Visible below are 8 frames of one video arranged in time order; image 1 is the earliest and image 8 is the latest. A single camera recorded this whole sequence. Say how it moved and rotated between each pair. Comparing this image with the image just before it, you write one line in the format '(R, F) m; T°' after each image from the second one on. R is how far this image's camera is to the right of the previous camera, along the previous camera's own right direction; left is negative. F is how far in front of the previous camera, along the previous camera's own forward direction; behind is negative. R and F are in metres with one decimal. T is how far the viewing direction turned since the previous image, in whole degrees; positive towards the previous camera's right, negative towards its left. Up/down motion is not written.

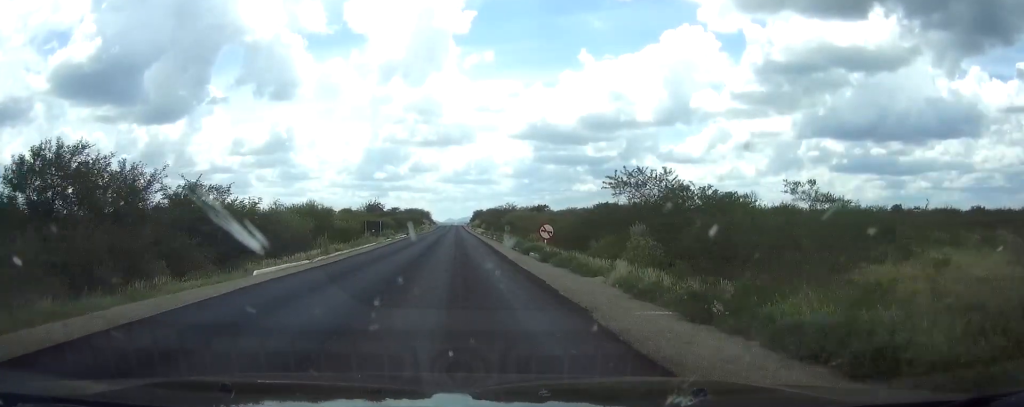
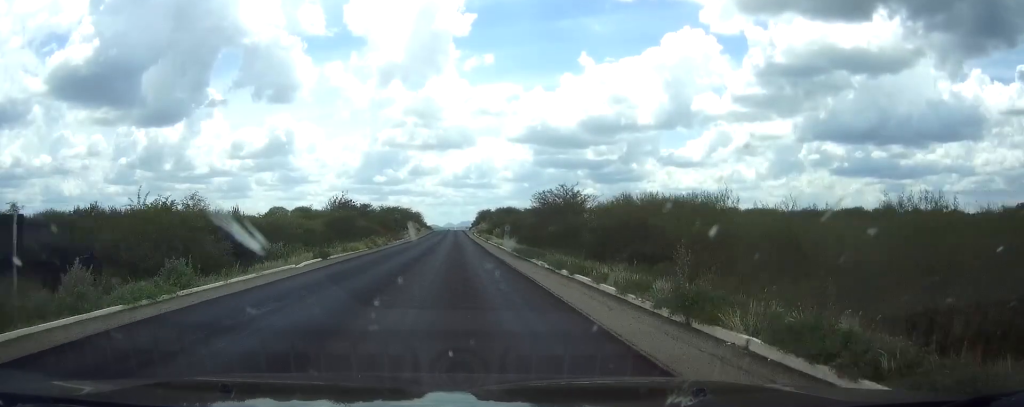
(0.0, +60.9) m; 0°
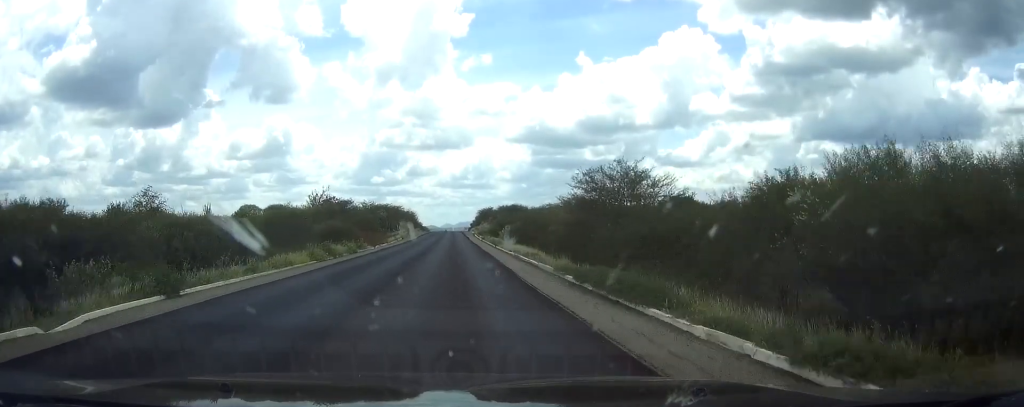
(0.0, +20.1) m; 0°
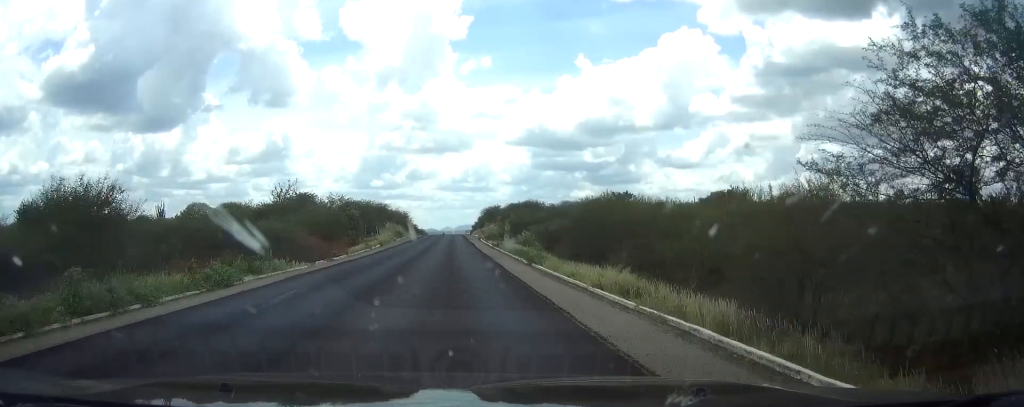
(+0.1, +29.1) m; 0°
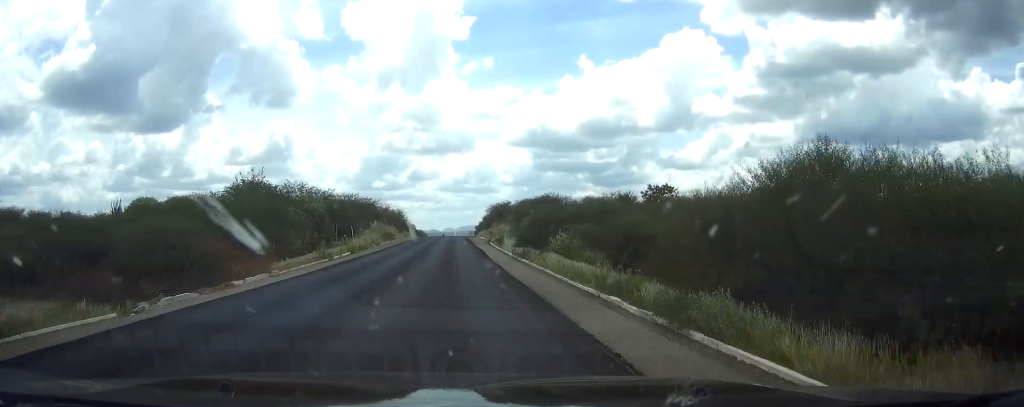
(-0.1, +20.2) m; 0°
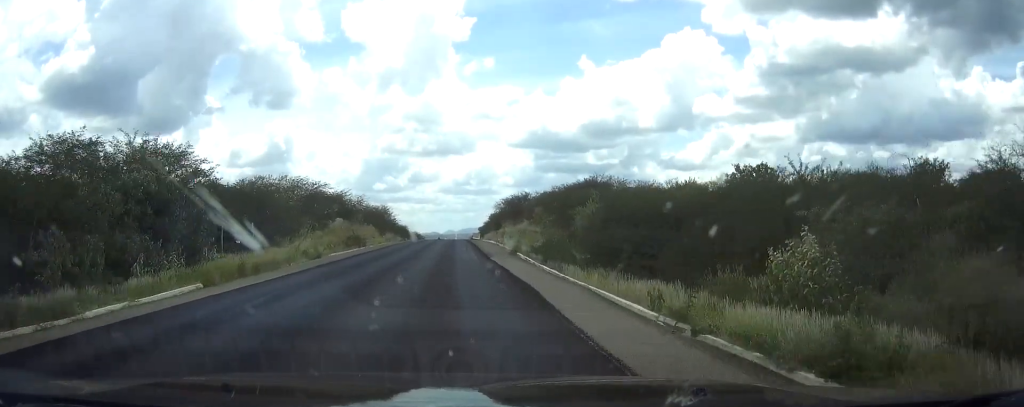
(+0.2, +30.5) m; 0°
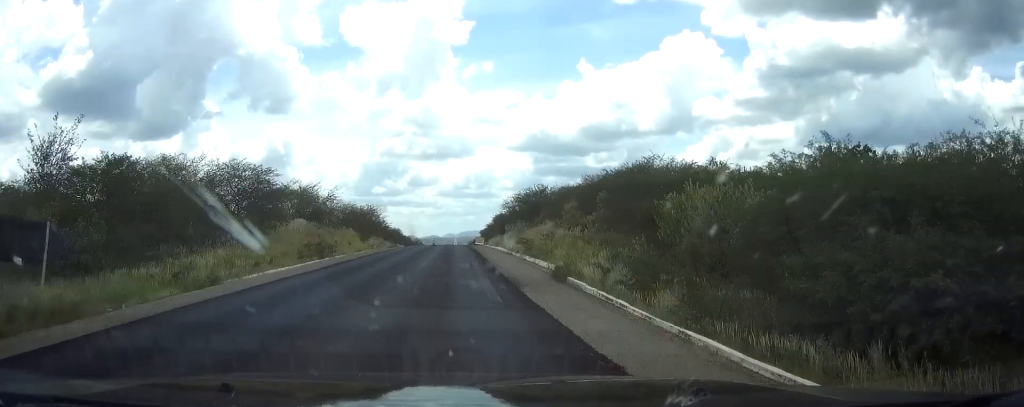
(-0.1, +17.1) m; 0°
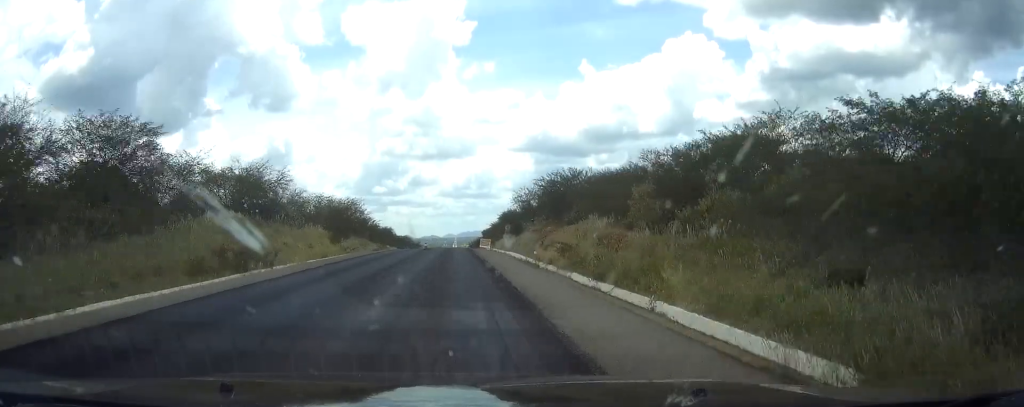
(-0.1, +17.0) m; 0°
